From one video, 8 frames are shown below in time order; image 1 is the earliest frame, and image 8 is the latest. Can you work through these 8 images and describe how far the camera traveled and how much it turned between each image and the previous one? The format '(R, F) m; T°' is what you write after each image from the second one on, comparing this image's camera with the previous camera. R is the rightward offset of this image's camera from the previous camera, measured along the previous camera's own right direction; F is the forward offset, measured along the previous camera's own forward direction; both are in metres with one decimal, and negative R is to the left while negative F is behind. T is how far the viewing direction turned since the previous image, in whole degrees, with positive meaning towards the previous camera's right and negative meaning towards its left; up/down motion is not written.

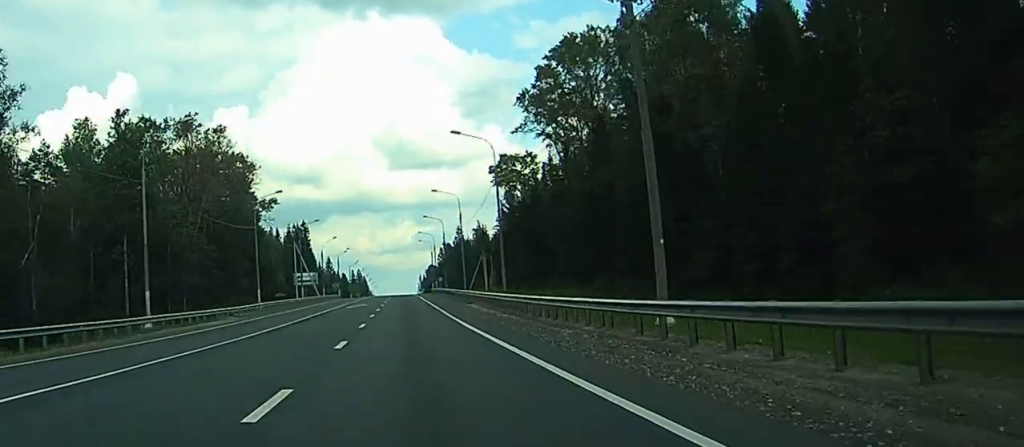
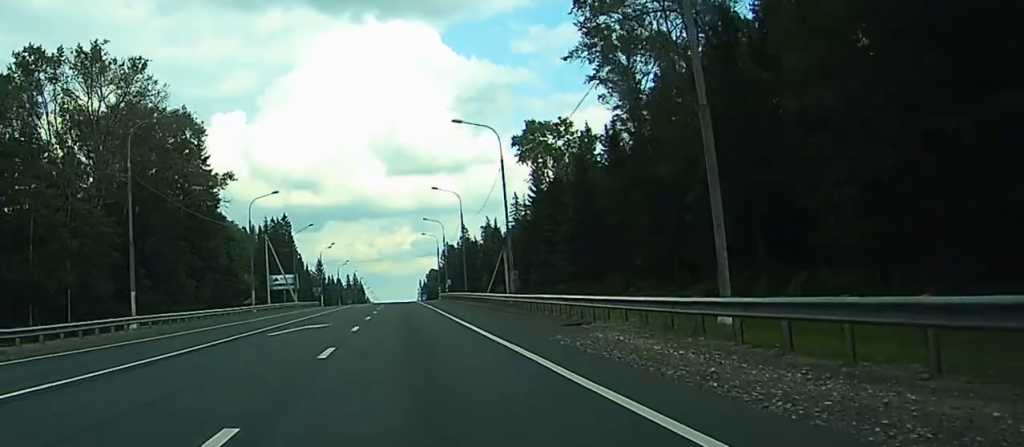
(-0.1, +40.1) m; 0°
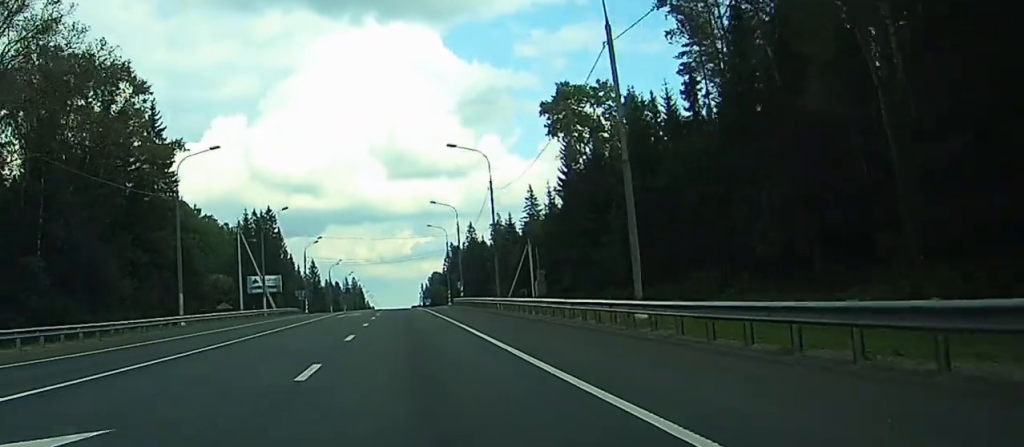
(+0.1, +28.3) m; 0°
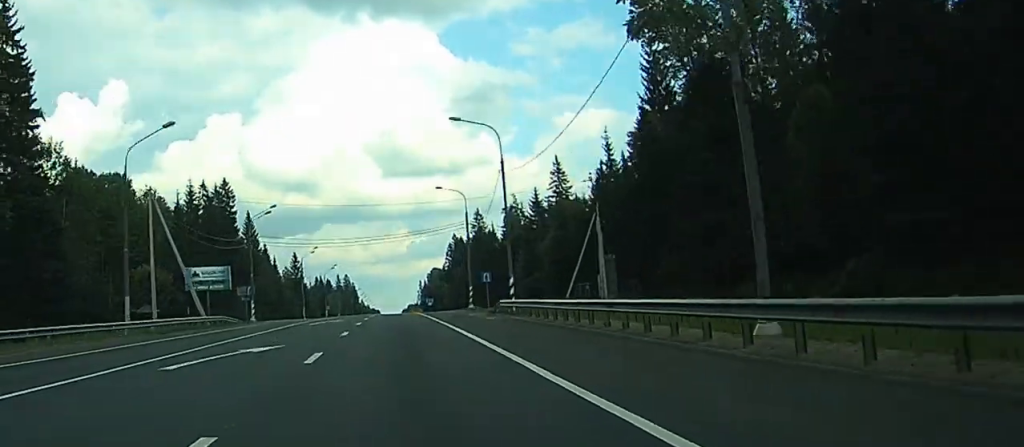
(+0.2, +45.2) m; 0°
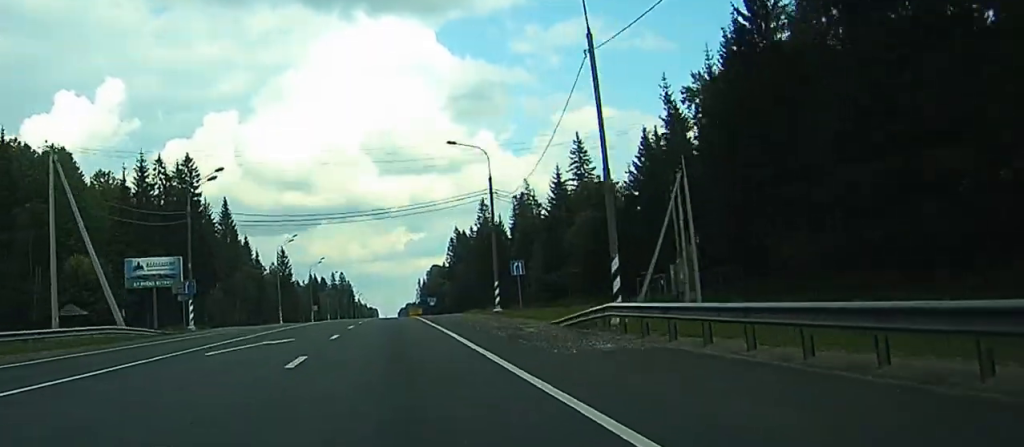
(0.0, +25.0) m; 0°
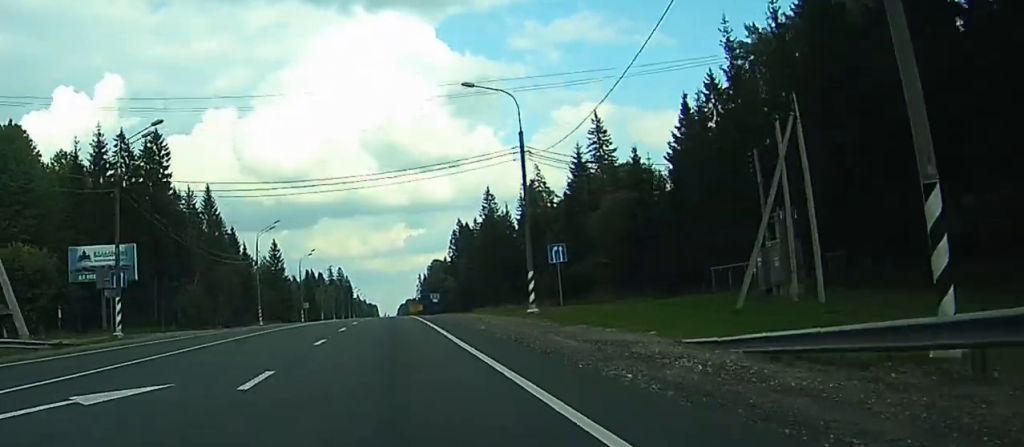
(0.0, +16.1) m; 0°
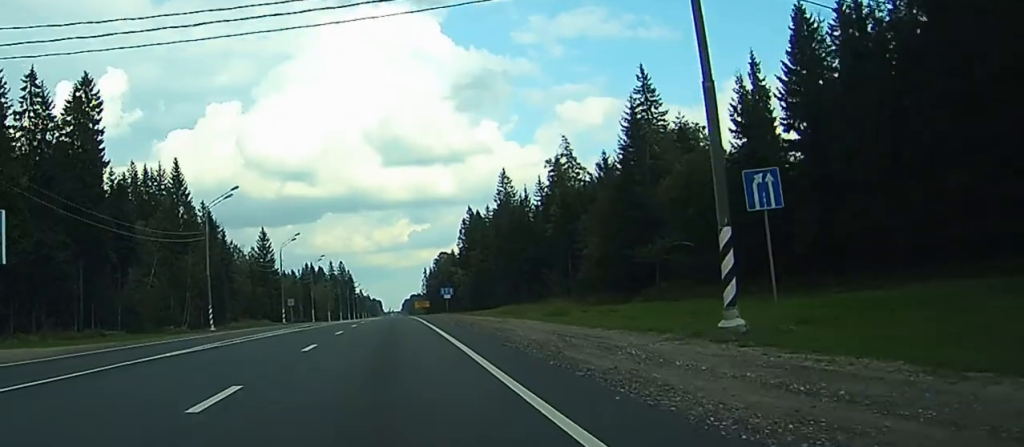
(0.0, +26.6) m; 0°
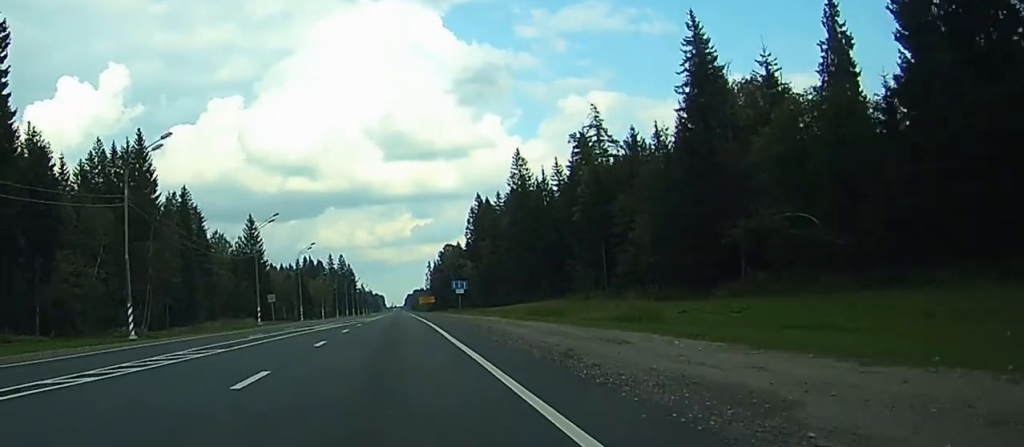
(-0.1, +21.3) m; -1°
